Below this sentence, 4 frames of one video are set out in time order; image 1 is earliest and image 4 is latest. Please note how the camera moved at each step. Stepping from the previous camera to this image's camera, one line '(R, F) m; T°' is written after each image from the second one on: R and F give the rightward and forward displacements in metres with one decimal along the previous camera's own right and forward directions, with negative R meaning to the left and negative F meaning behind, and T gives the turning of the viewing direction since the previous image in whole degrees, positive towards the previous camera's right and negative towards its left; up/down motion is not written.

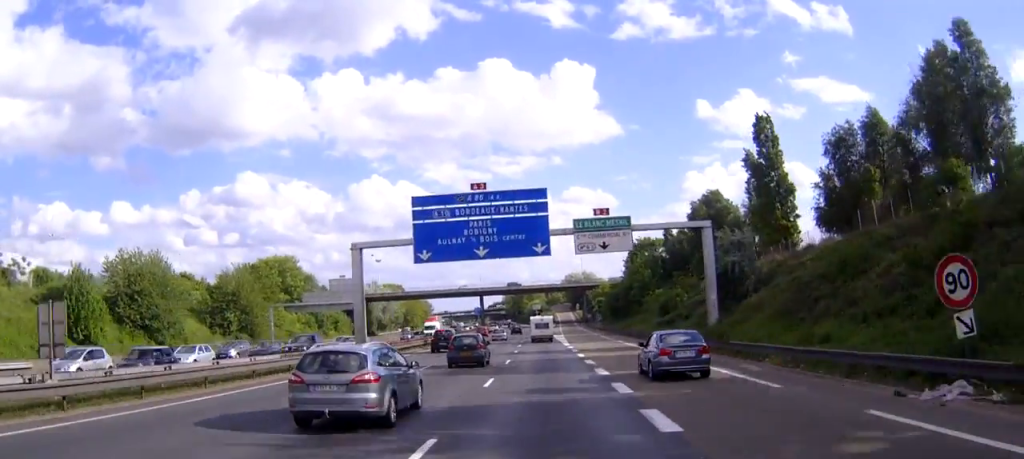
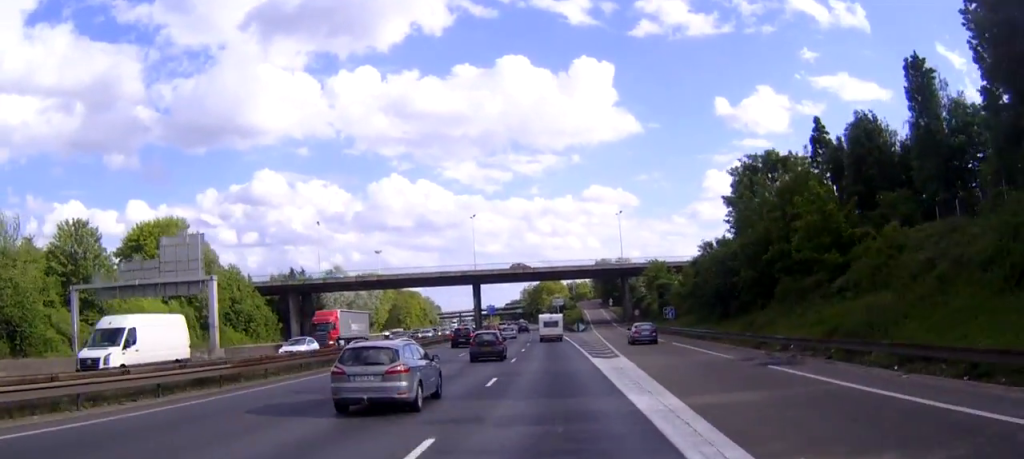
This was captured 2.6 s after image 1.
(-1.0, +63.1) m; -2°
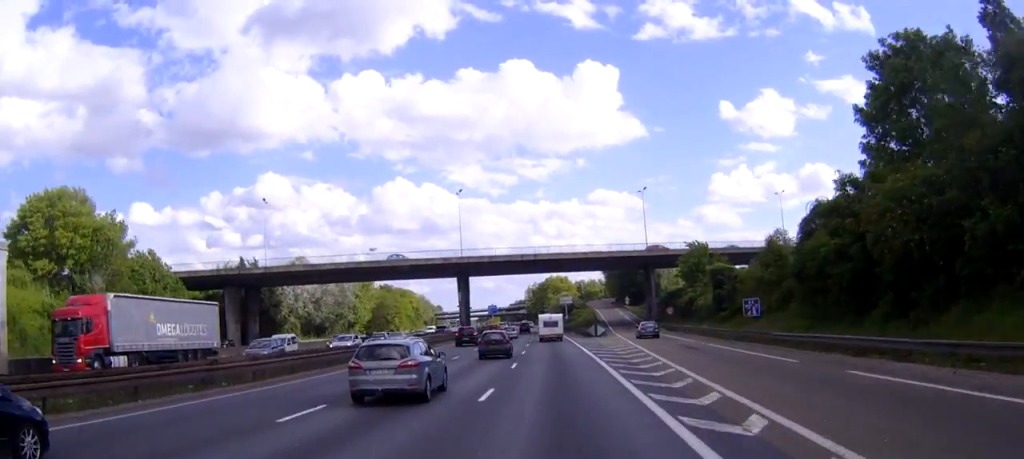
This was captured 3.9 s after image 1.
(-0.1, +29.5) m; 0°
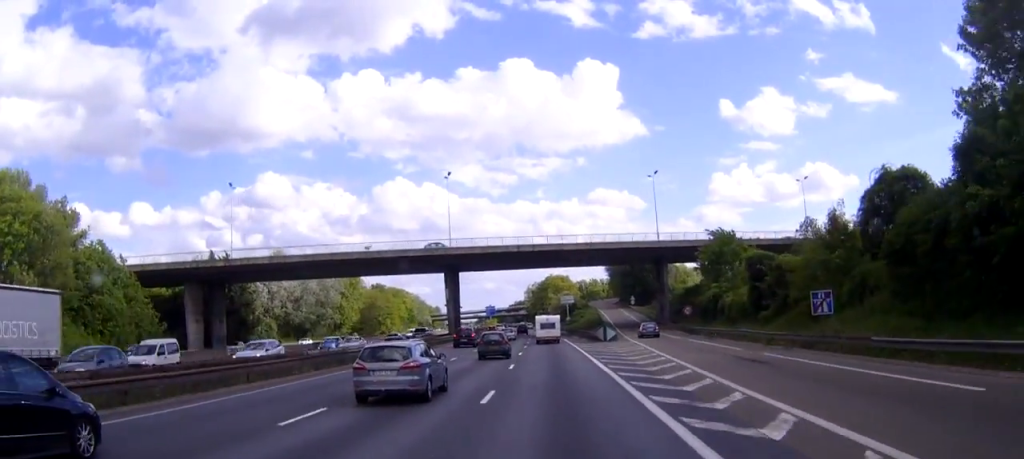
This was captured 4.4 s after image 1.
(0.0, +12.4) m; 0°
